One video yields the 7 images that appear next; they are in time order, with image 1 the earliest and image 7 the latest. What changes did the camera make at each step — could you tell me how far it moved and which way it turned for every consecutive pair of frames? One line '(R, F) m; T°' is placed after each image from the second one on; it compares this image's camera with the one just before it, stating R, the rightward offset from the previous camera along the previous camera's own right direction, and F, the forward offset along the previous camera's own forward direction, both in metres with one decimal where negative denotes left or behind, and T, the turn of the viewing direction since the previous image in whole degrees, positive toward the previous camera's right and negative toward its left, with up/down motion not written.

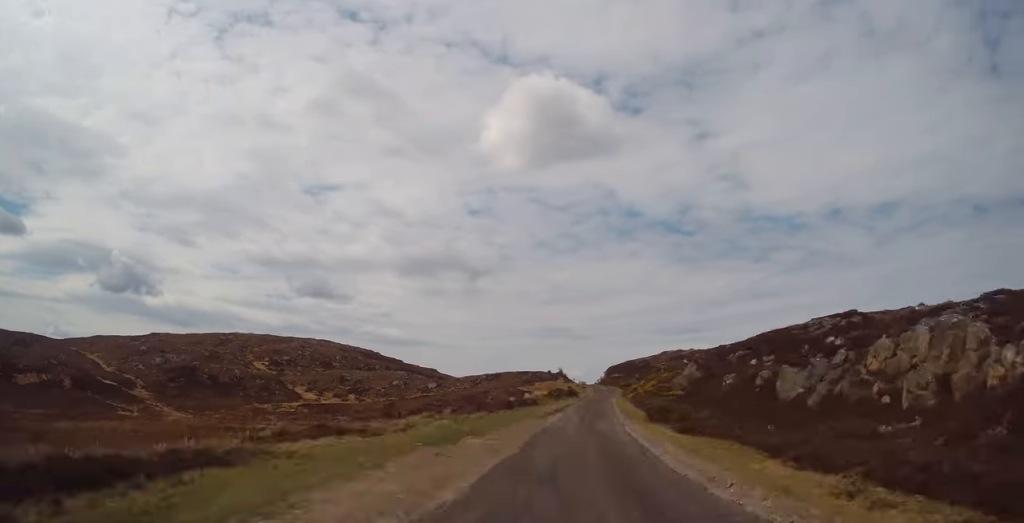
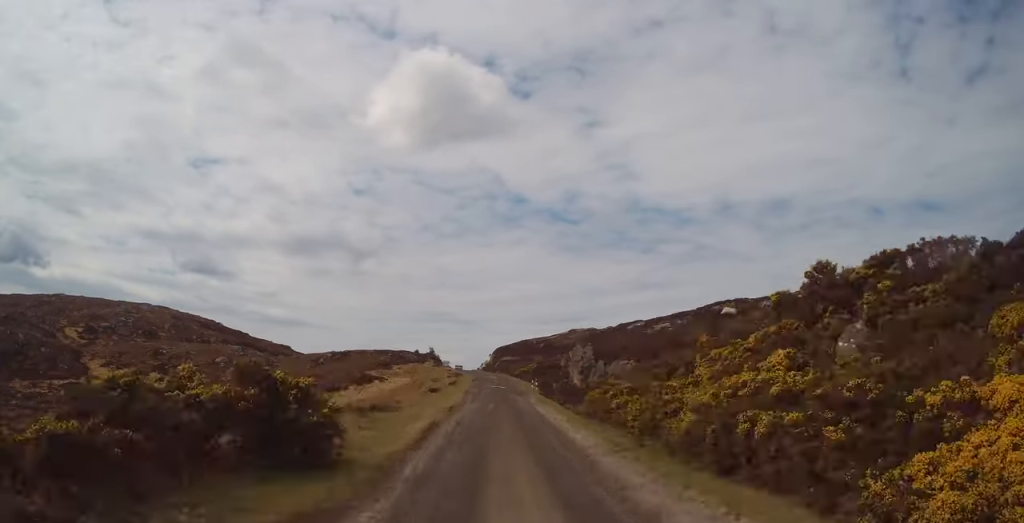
(+4.2, +68.2) m; +3°
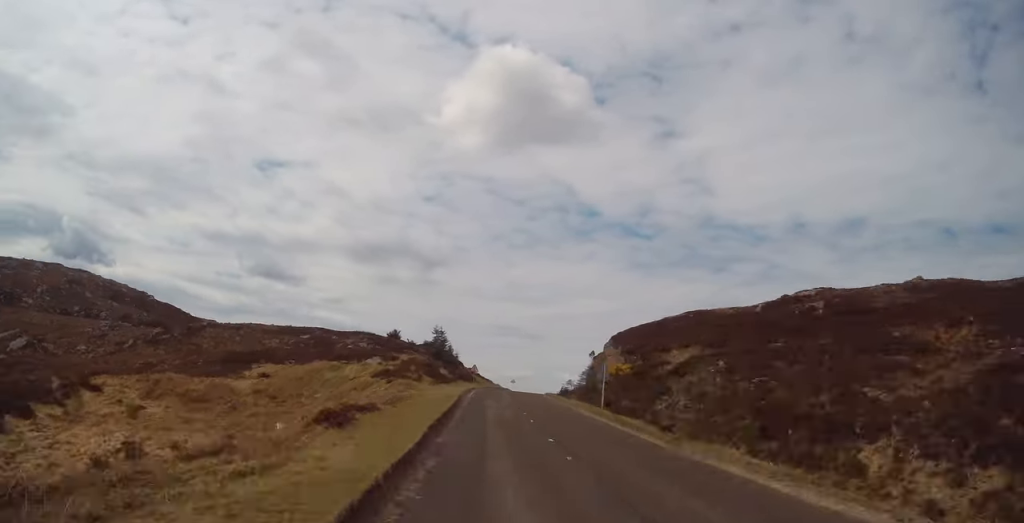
(-2.9, +120.2) m; -1°
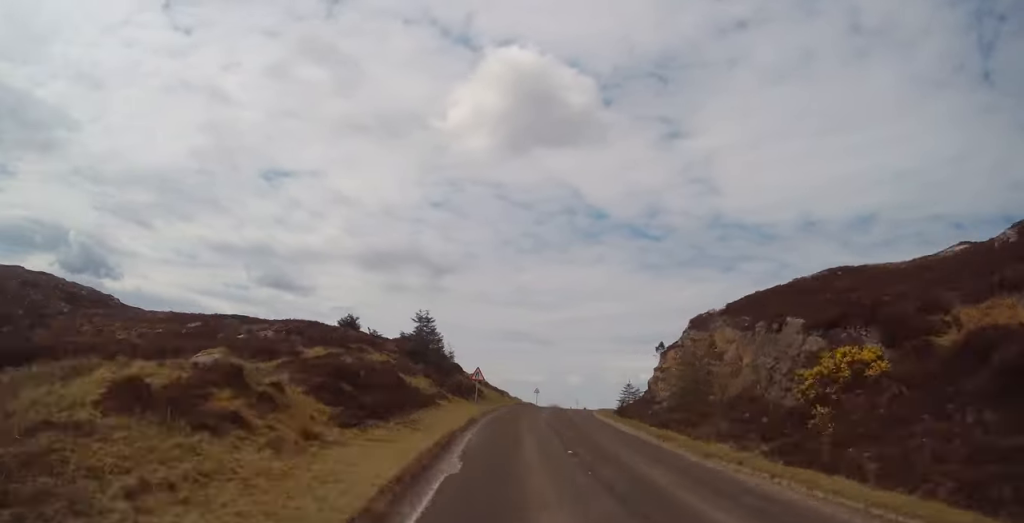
(-0.6, +26.4) m; +3°
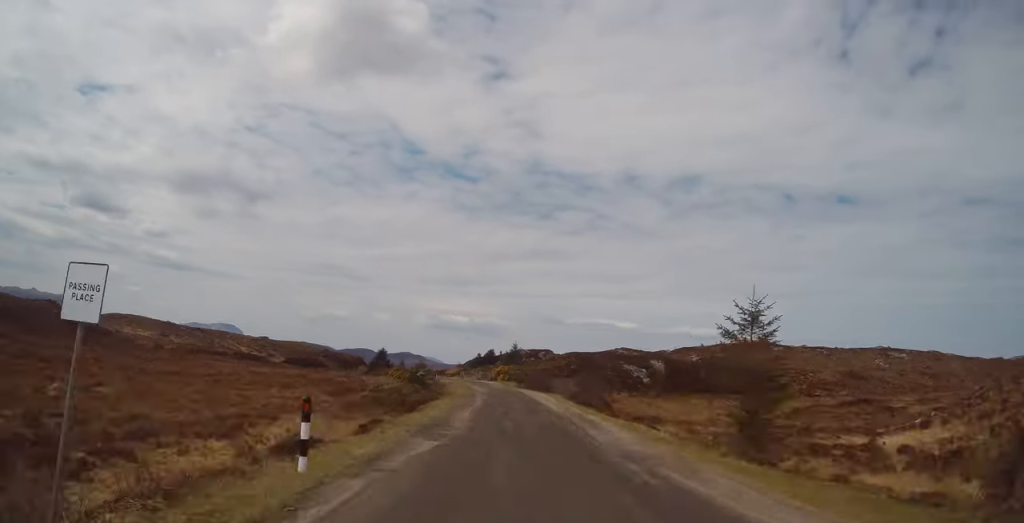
(+8.8, +90.2) m; +8°
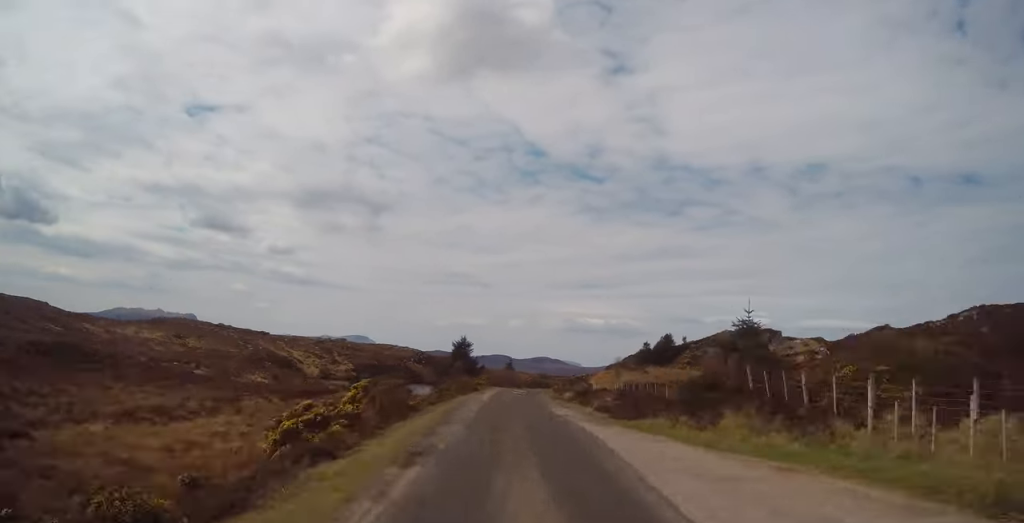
(-6.3, +91.0) m; -8°
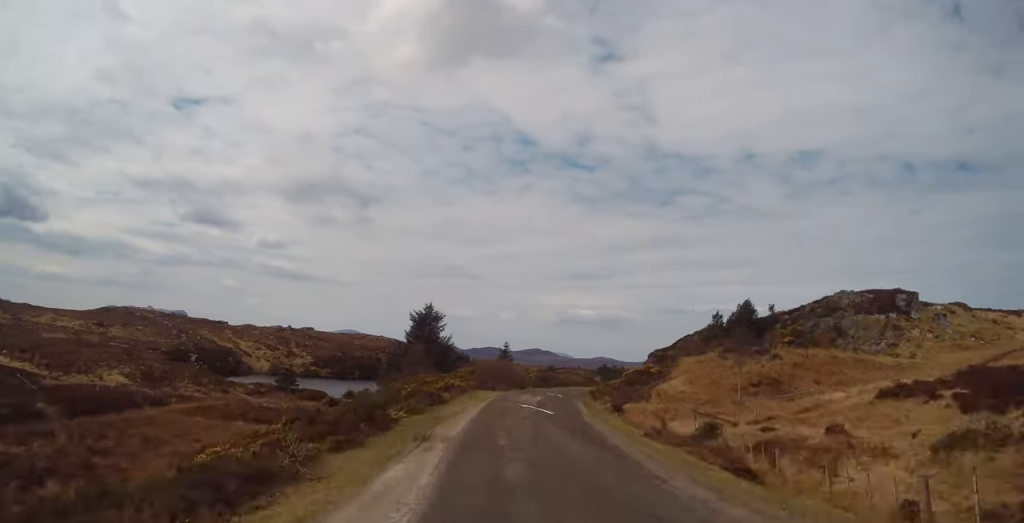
(+0.1, +42.1) m; +4°
